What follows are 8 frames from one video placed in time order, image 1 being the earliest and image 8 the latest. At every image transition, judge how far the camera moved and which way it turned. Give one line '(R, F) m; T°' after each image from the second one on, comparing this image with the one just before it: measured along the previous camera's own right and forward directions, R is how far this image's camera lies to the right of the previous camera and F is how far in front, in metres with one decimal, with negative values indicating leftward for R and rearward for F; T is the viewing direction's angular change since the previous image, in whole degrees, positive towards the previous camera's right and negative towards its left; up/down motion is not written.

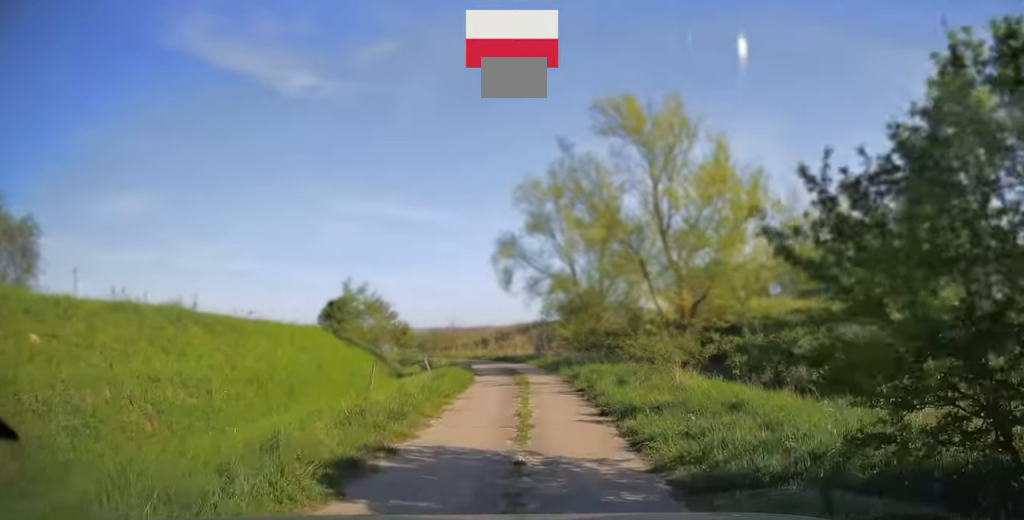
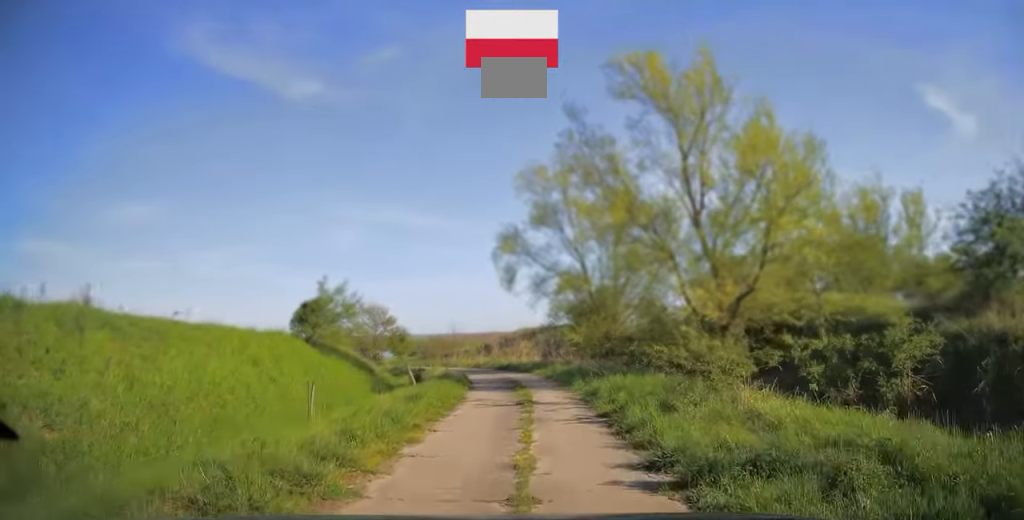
(0.0, +3.8) m; -2°
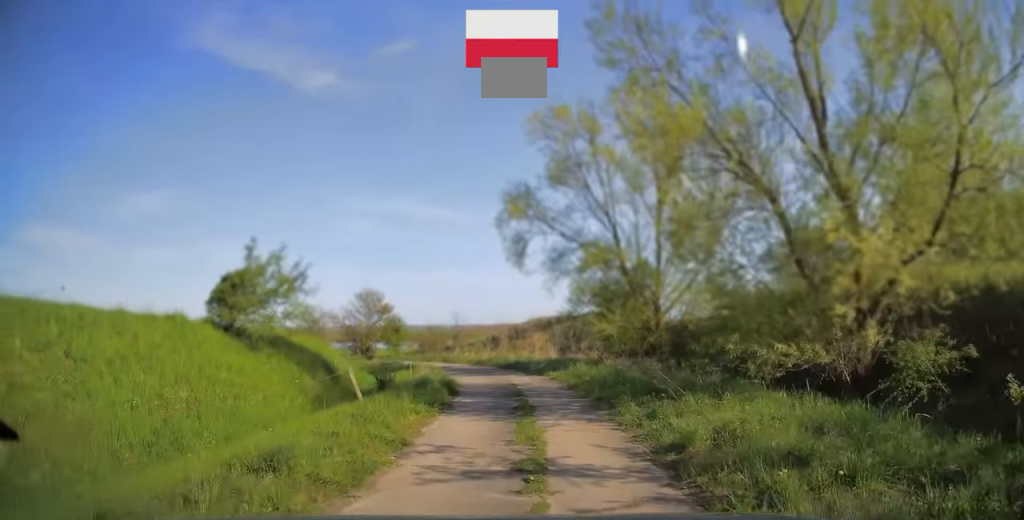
(-0.2, +7.0) m; -2°
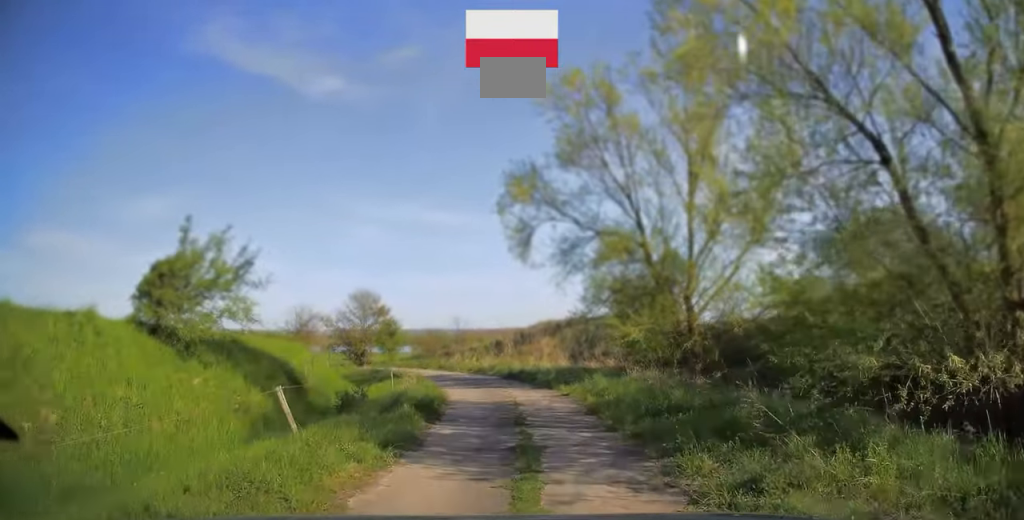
(-0.1, +3.6) m; 0°
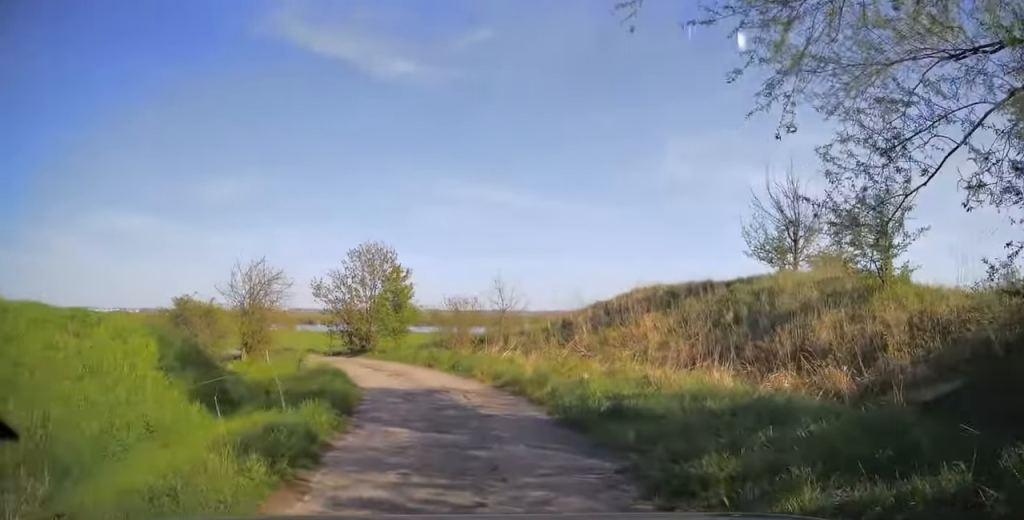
(-0.3, +15.4) m; -10°
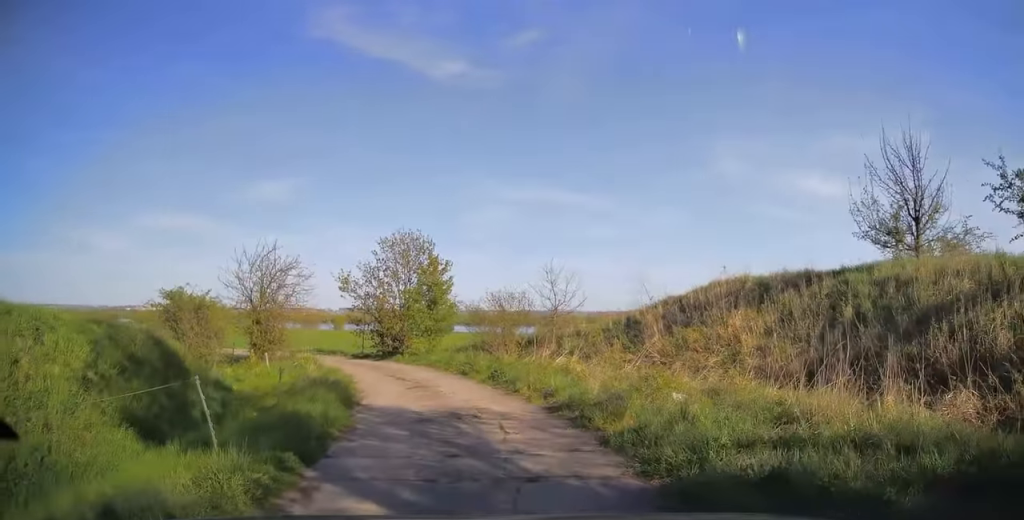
(-0.4, +3.8) m; -6°
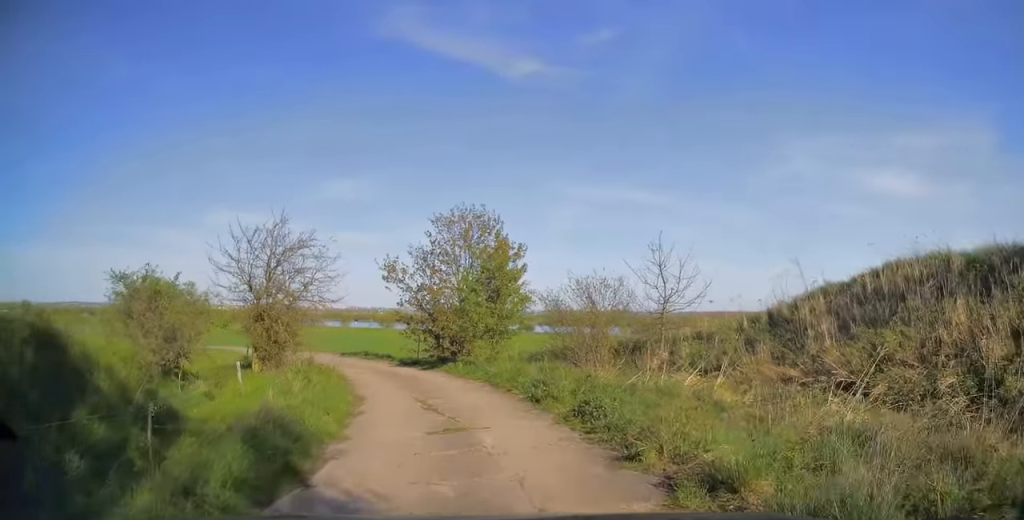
(-0.5, +5.8) m; -8°
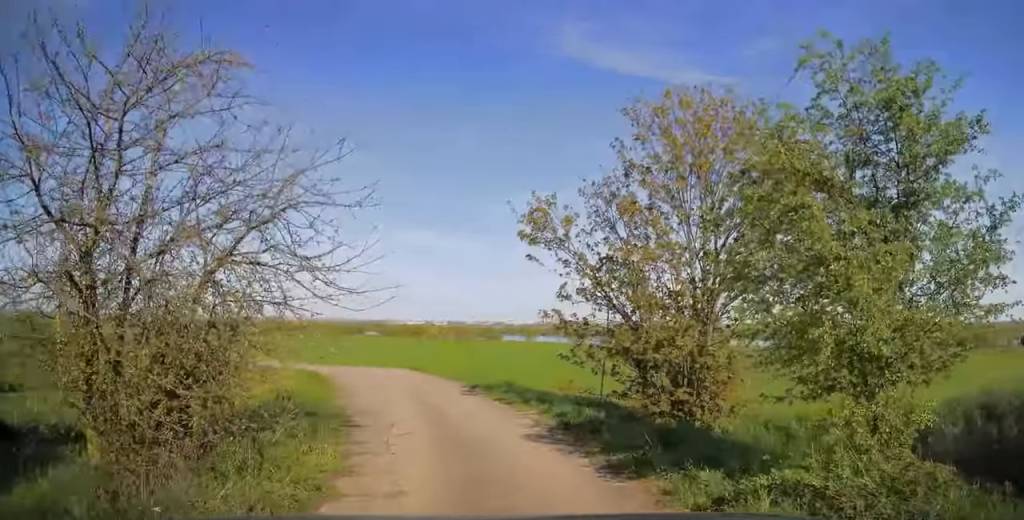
(-1.8, +12.6) m; -16°
